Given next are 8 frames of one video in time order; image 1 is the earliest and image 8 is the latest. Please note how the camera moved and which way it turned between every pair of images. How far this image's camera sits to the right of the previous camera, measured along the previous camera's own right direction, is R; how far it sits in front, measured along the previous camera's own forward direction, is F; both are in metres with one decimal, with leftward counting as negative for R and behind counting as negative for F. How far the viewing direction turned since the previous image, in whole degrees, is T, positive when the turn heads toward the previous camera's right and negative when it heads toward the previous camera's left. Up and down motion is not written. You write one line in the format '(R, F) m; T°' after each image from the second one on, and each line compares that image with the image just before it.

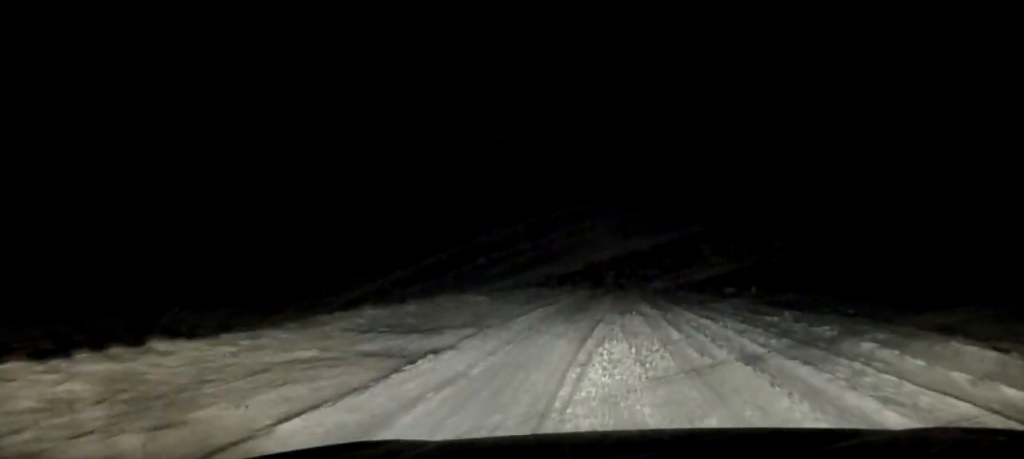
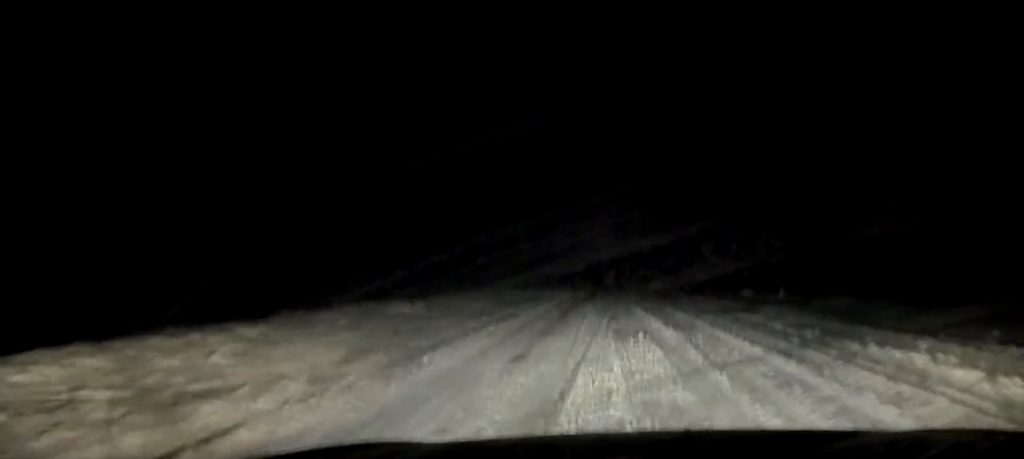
(+0.1, +9.2) m; +1°
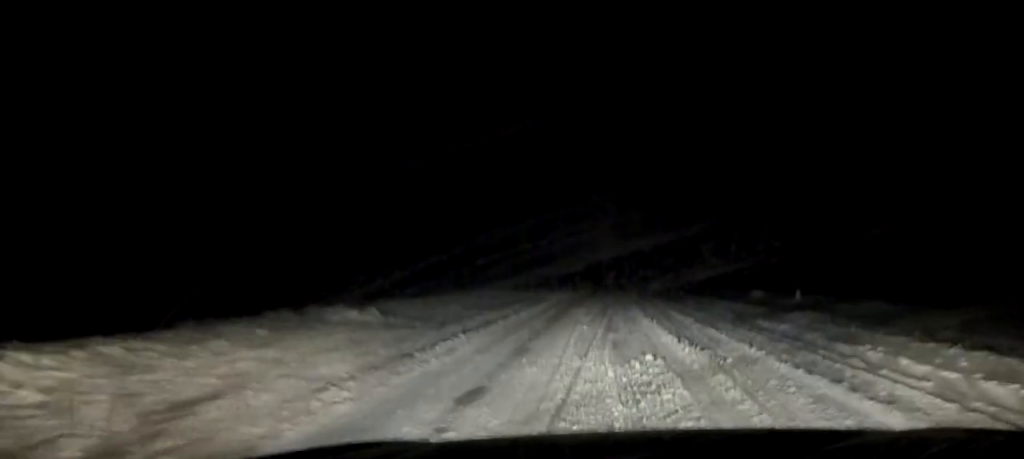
(0.0, +3.8) m; 0°
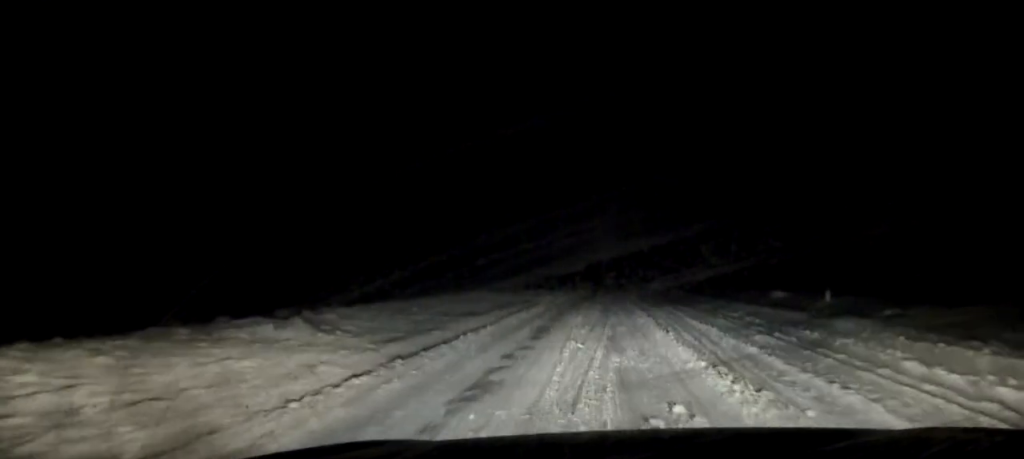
(0.0, +4.3) m; 0°
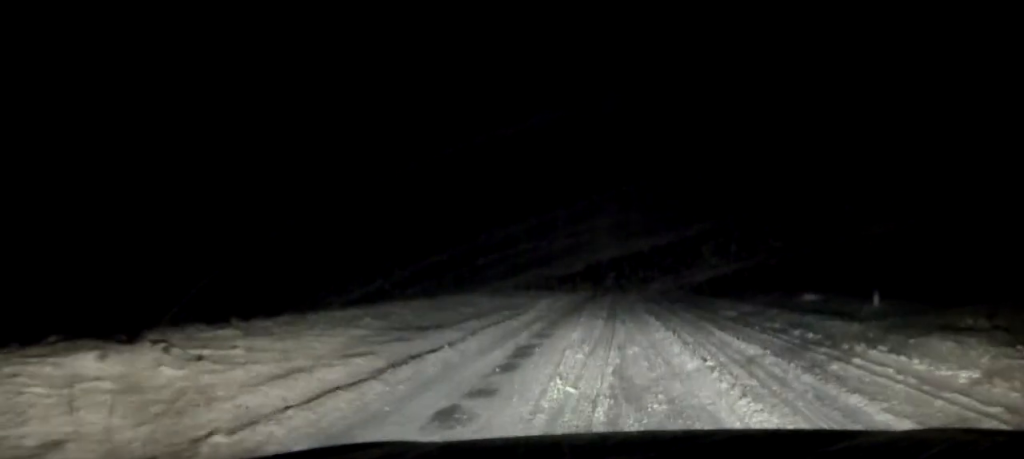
(0.0, +4.7) m; -1°
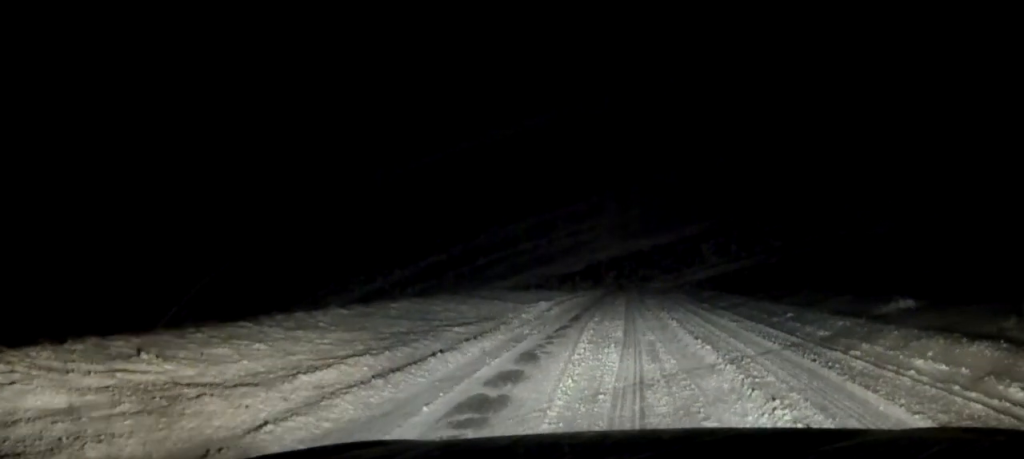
(-0.2, +8.9) m; -1°
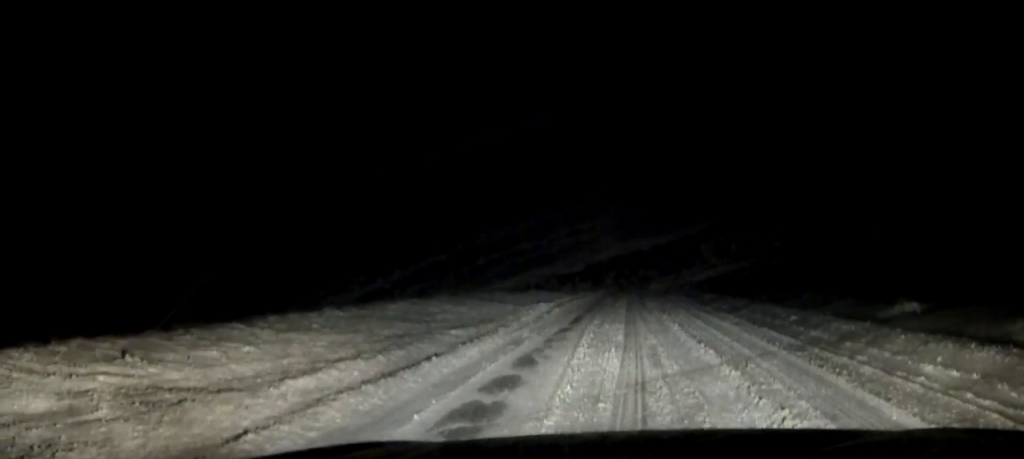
(0.0, +0.2) m; 0°
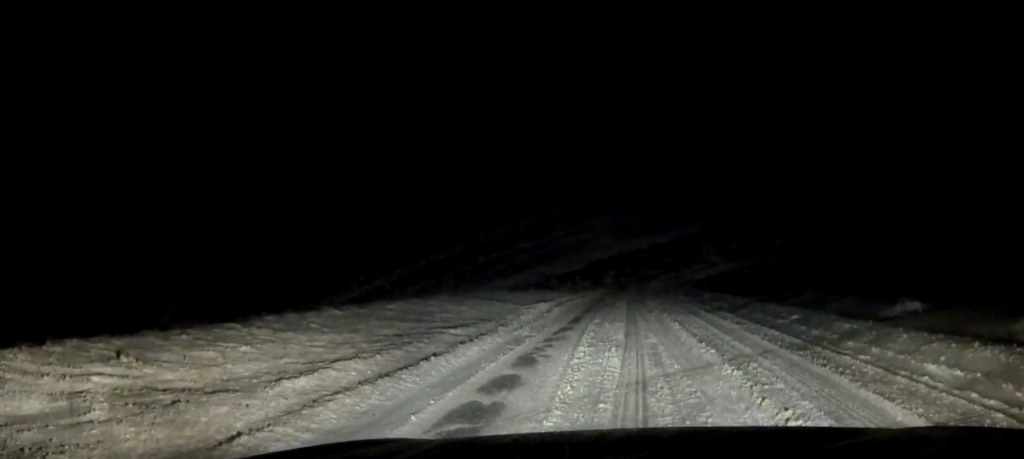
(-0.1, +0.3) m; 0°
